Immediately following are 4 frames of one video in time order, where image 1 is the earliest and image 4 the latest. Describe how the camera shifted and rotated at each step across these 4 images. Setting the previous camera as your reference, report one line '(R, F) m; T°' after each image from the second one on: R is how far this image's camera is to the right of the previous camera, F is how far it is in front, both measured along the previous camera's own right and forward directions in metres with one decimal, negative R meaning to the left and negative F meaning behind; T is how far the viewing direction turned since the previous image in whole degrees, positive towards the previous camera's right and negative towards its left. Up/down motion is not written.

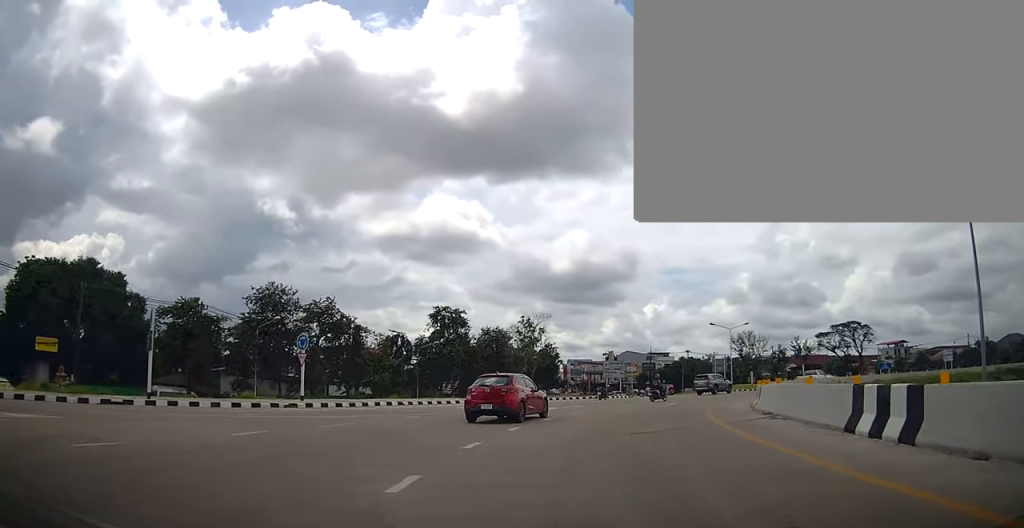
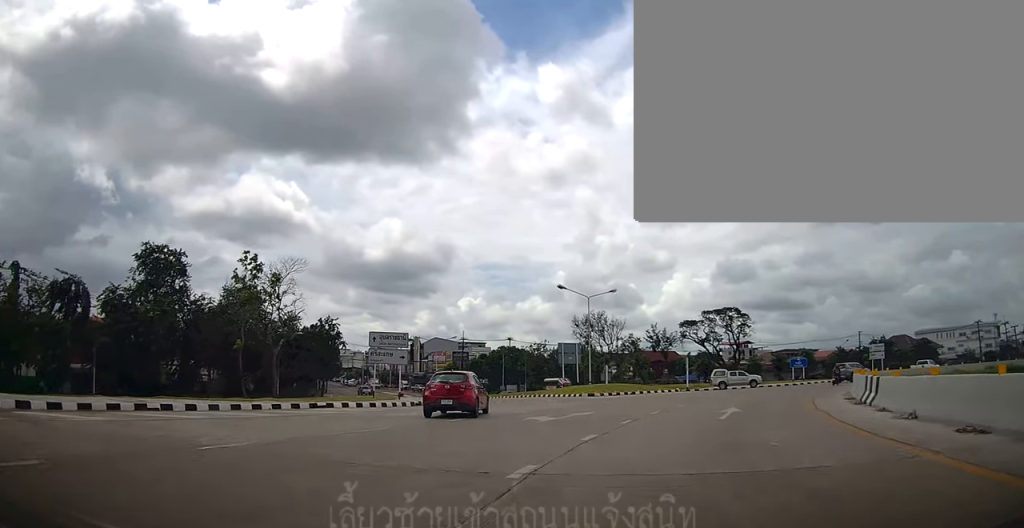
(+9.6, +29.6) m; +25°
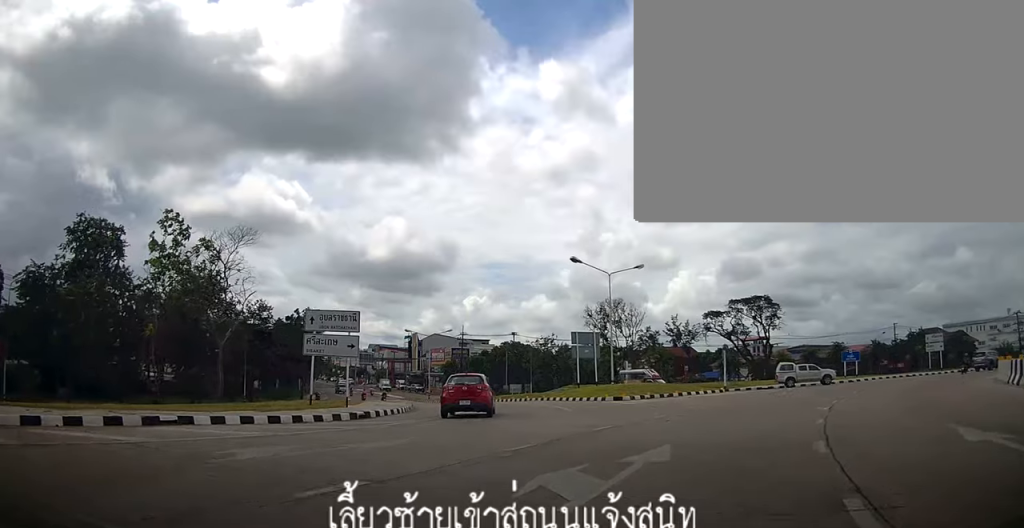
(+0.1, +11.3) m; +5°
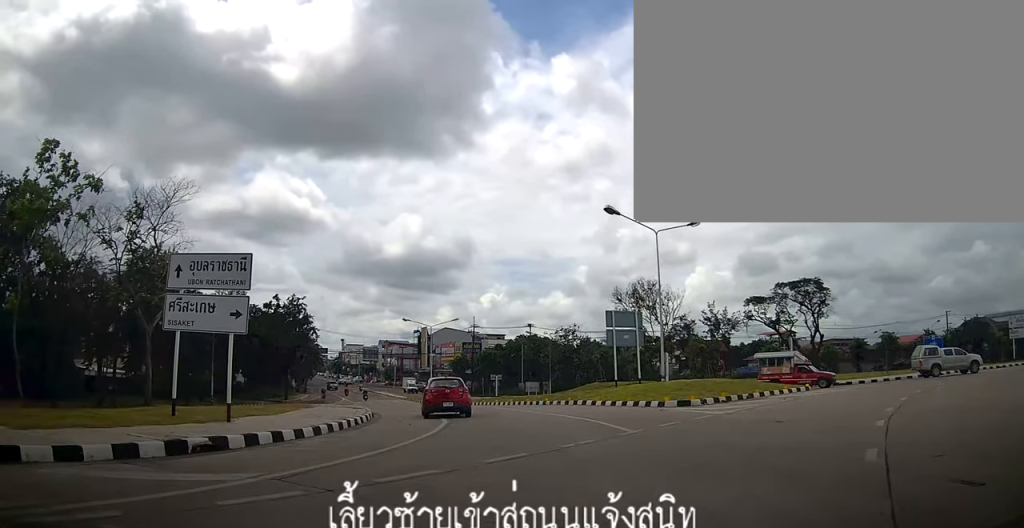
(+0.8, +10.7) m; +2°
